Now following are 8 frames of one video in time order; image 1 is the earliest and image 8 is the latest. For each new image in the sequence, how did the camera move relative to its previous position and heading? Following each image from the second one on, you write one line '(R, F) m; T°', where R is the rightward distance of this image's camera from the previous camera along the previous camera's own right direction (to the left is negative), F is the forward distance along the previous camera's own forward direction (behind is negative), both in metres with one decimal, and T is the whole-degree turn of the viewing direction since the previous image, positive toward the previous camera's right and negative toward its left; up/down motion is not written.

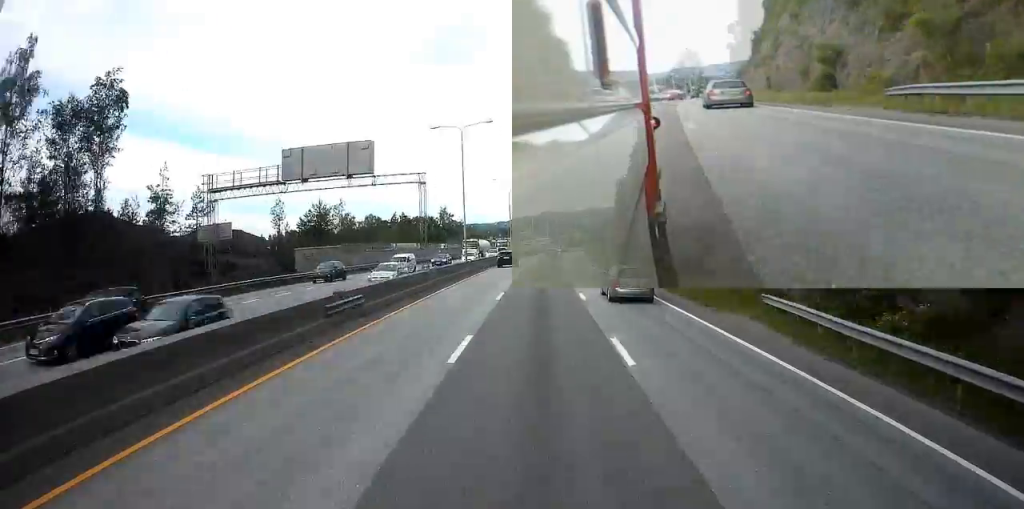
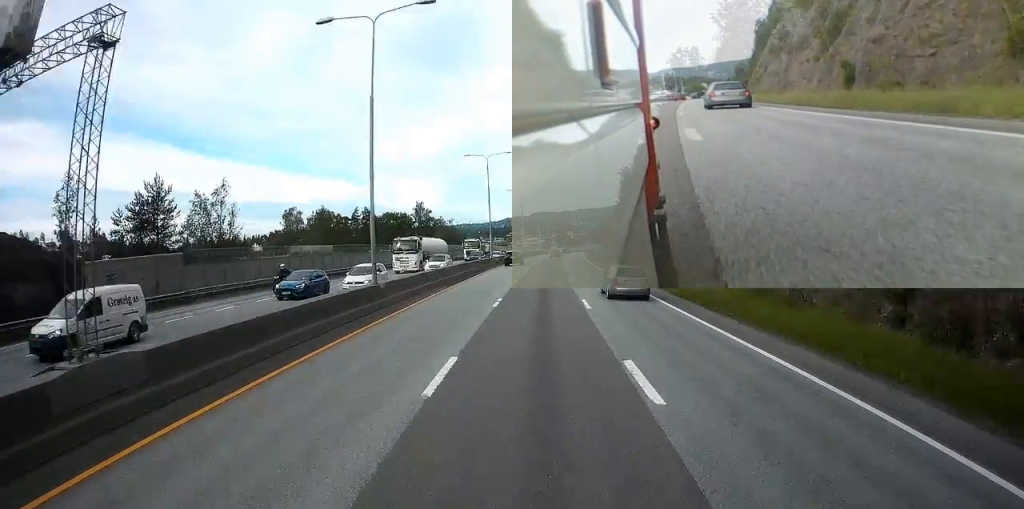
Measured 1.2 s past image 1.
(+0.4, +26.0) m; +2°
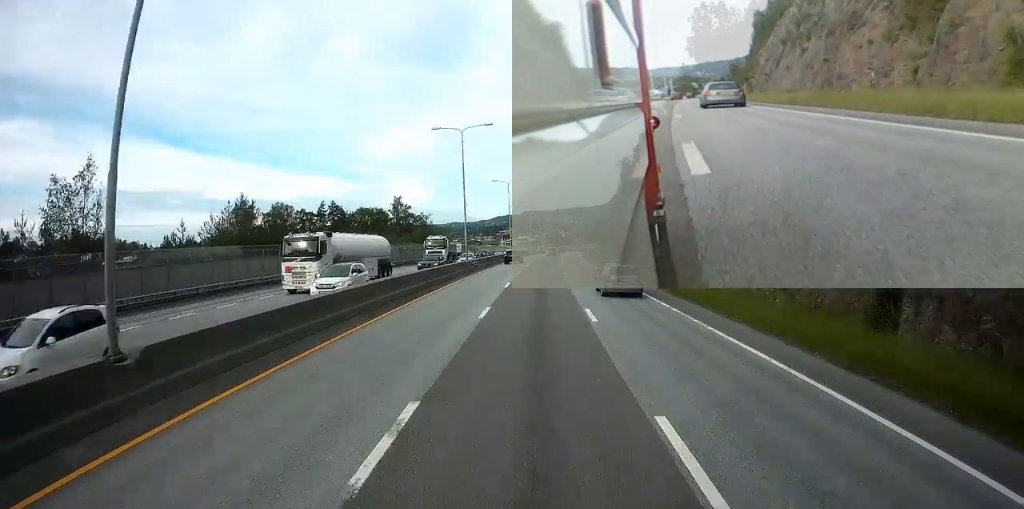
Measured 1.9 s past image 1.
(+0.1, +15.1) m; +1°
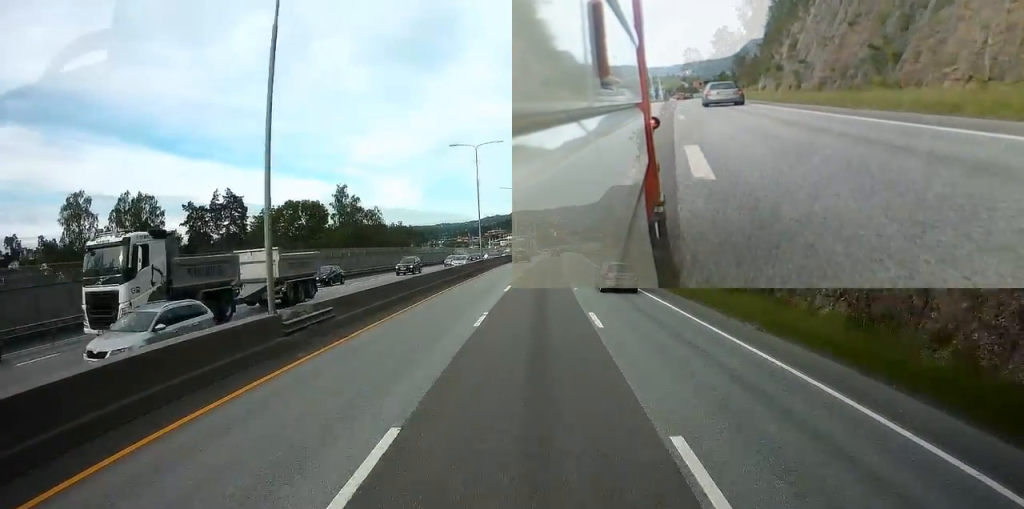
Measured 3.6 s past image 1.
(+0.5, +35.5) m; +1°
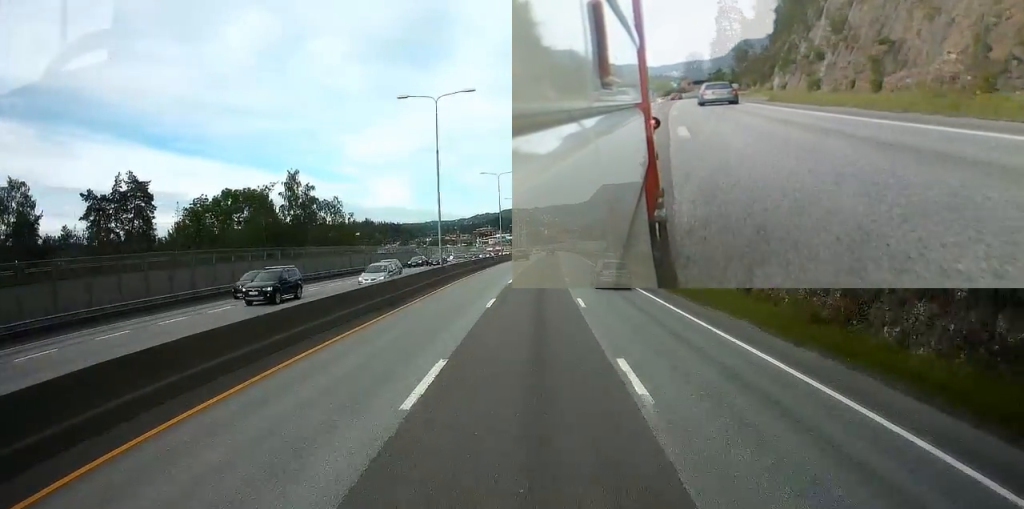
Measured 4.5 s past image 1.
(+0.3, +19.4) m; +1°
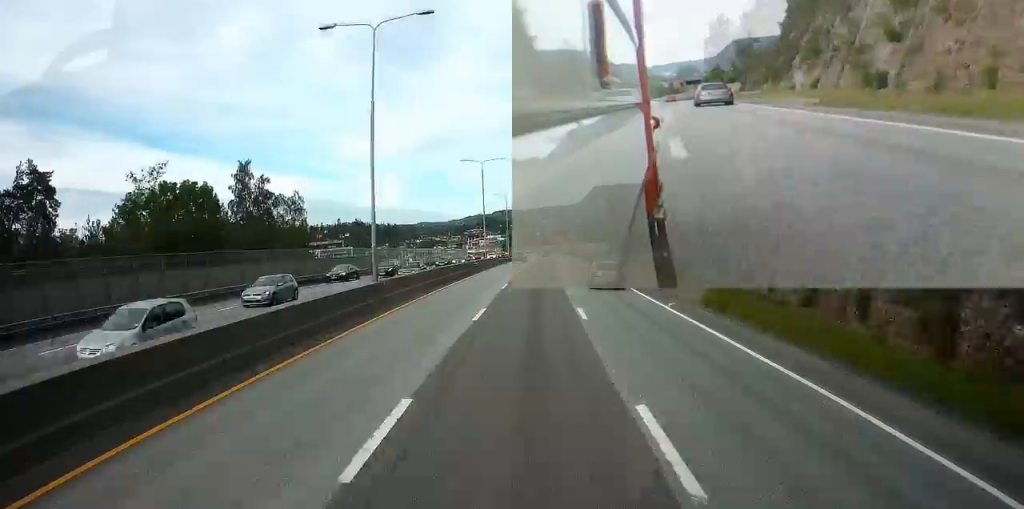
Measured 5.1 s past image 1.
(0.0, +14.5) m; 0°
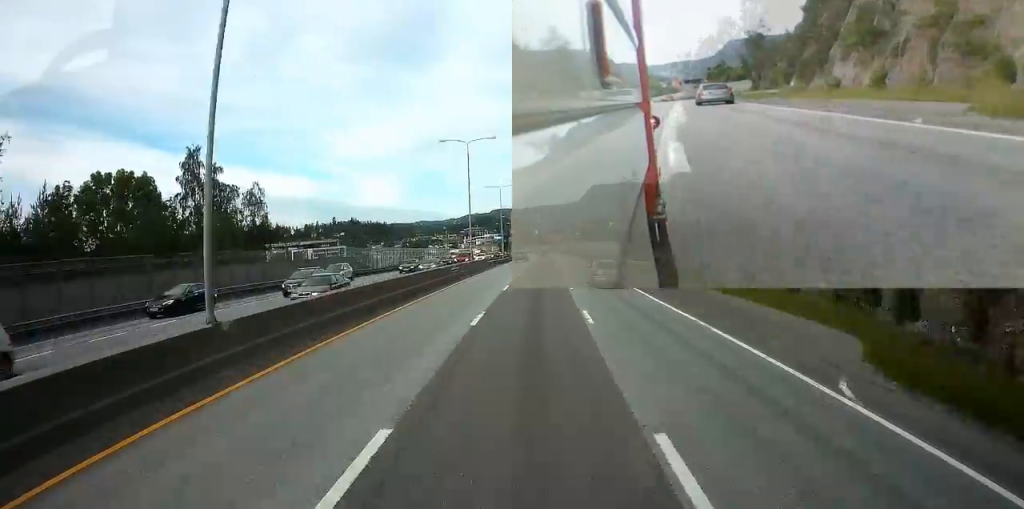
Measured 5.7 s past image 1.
(-0.2, +13.0) m; 0°
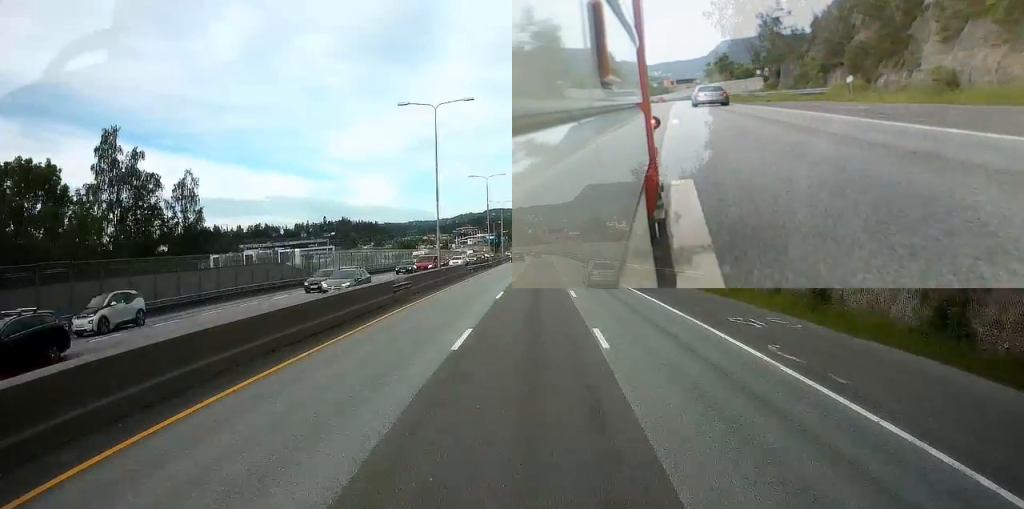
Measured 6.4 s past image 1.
(+0.3, +15.1) m; +1°
